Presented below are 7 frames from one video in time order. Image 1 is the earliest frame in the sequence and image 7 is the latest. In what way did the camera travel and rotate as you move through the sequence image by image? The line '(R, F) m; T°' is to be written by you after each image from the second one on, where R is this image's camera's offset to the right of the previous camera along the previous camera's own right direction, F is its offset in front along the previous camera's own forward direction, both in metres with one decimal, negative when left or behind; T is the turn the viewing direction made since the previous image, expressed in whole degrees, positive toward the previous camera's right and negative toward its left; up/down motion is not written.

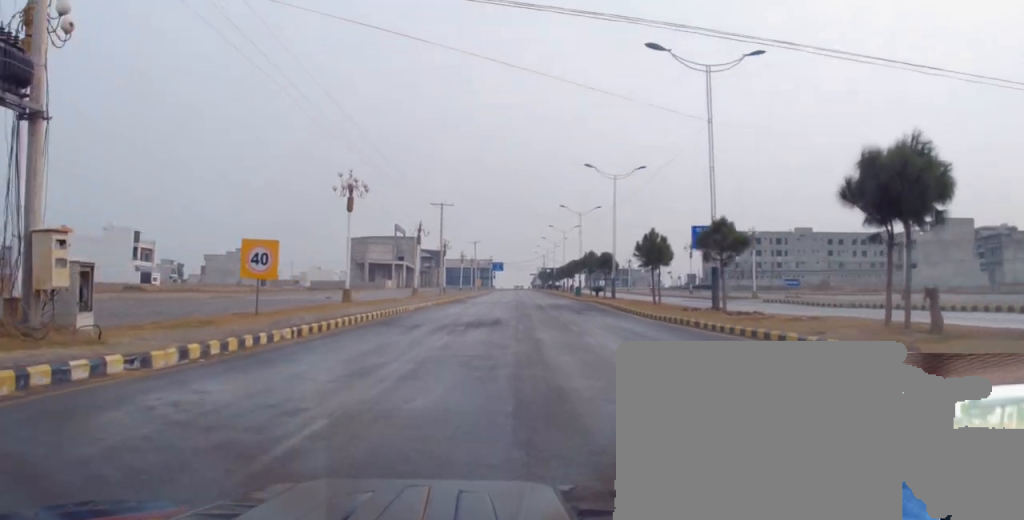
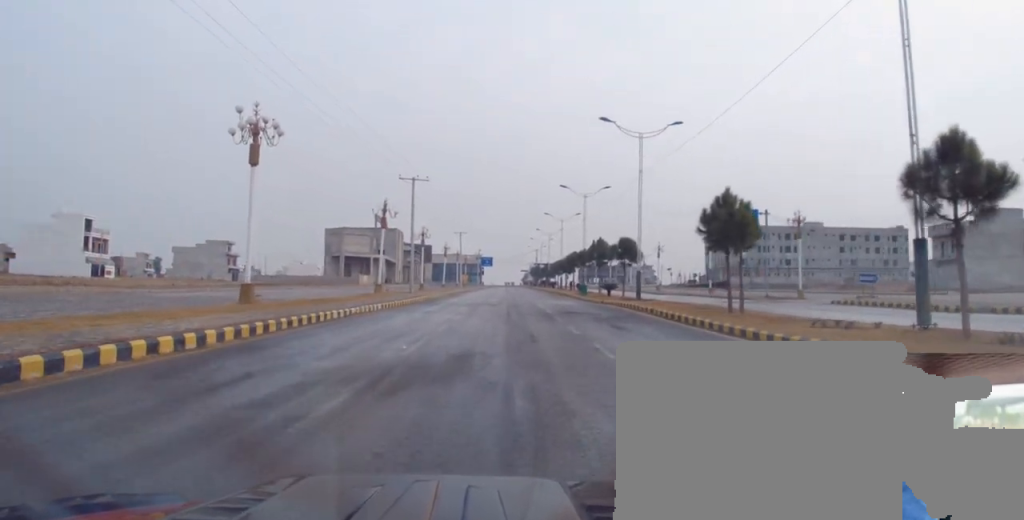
(0.0, +15.6) m; +1°
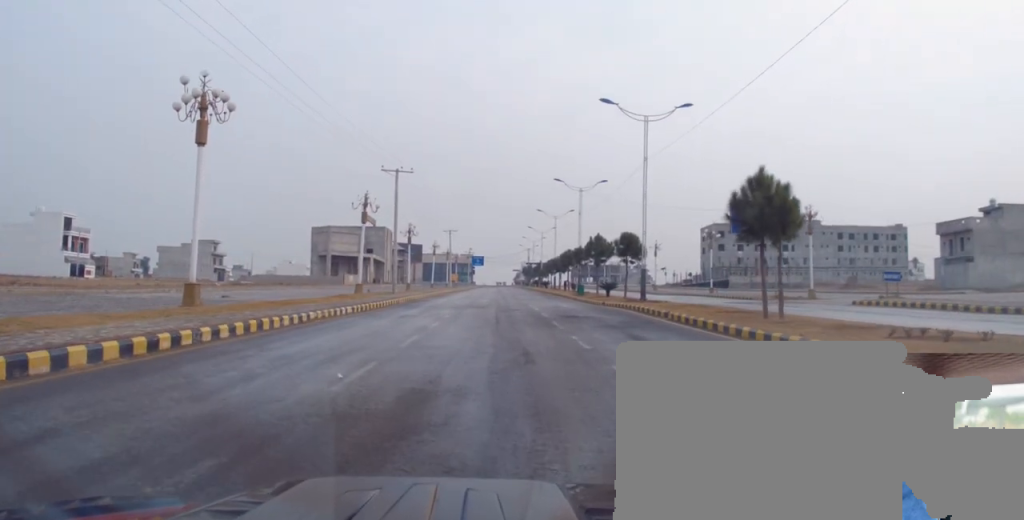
(-0.2, +4.4) m; 0°
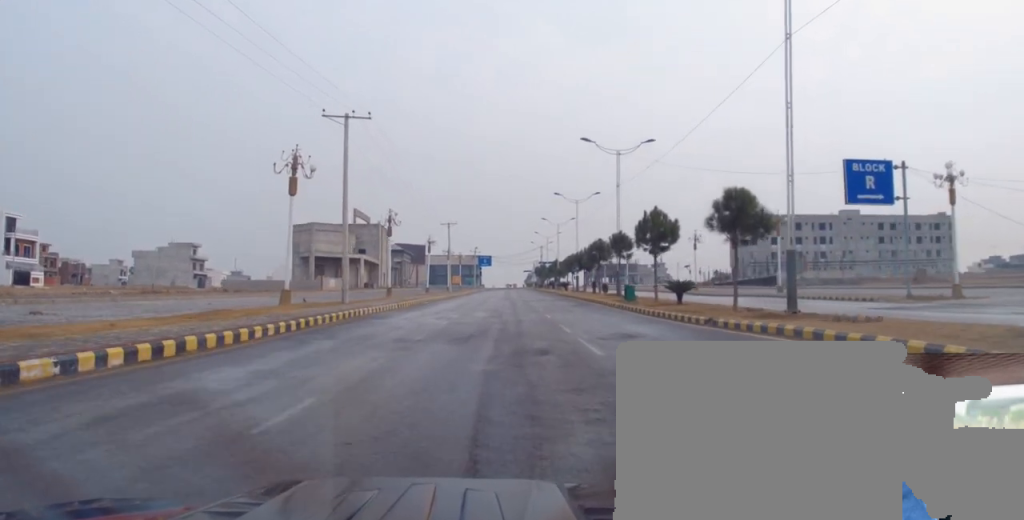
(+0.2, +20.1) m; -1°
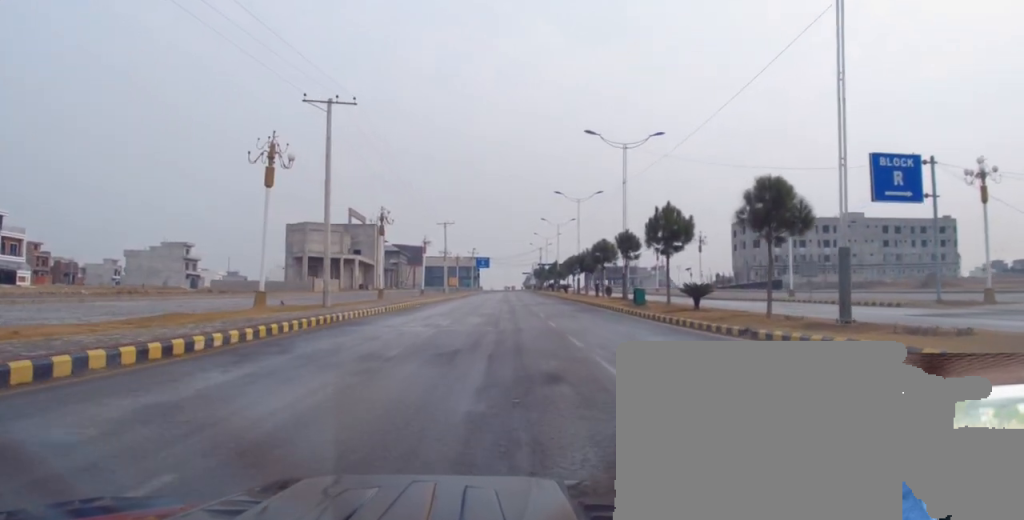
(-0.1, +3.5) m; 0°
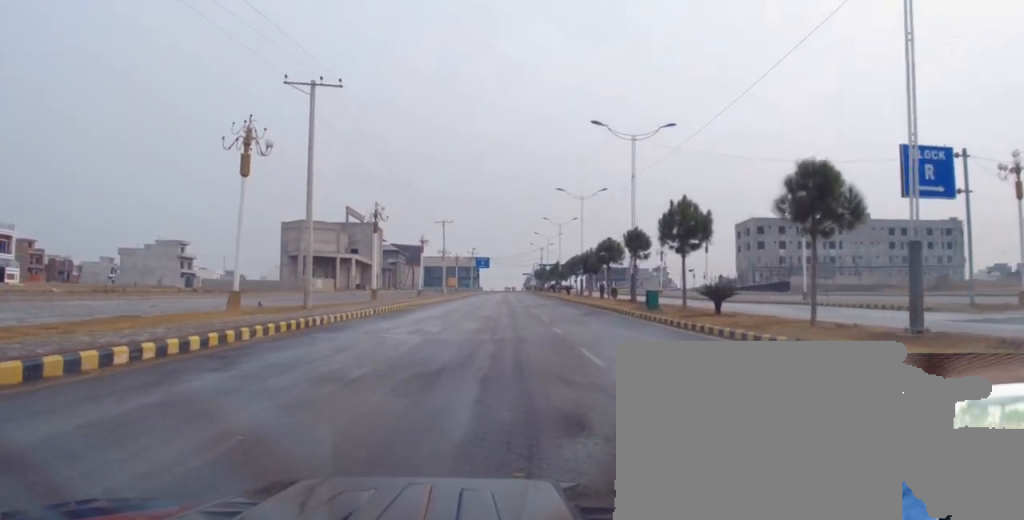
(+0.2, +3.1) m; +1°
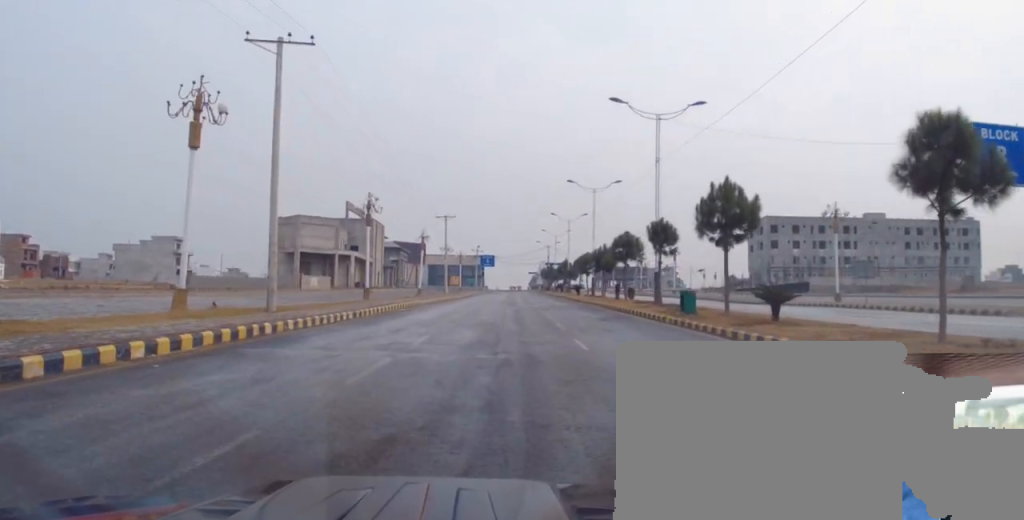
(+0.1, +5.3) m; +1°
